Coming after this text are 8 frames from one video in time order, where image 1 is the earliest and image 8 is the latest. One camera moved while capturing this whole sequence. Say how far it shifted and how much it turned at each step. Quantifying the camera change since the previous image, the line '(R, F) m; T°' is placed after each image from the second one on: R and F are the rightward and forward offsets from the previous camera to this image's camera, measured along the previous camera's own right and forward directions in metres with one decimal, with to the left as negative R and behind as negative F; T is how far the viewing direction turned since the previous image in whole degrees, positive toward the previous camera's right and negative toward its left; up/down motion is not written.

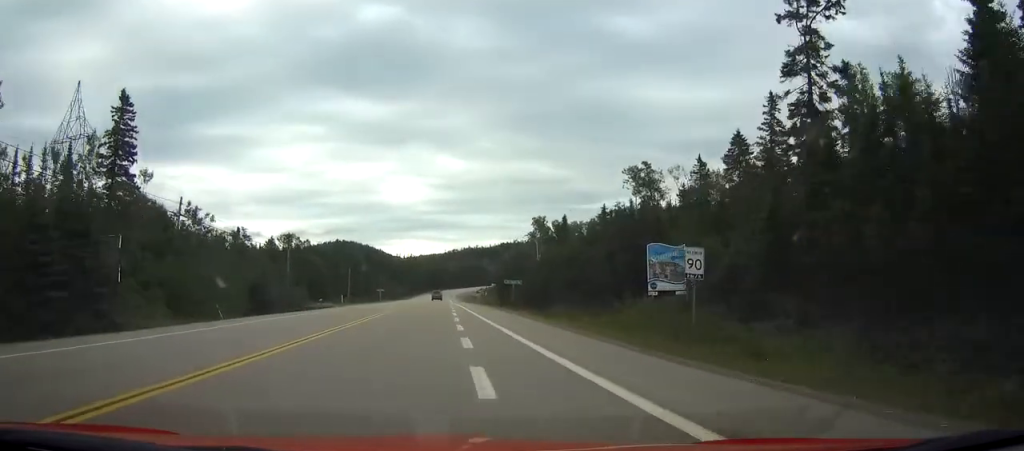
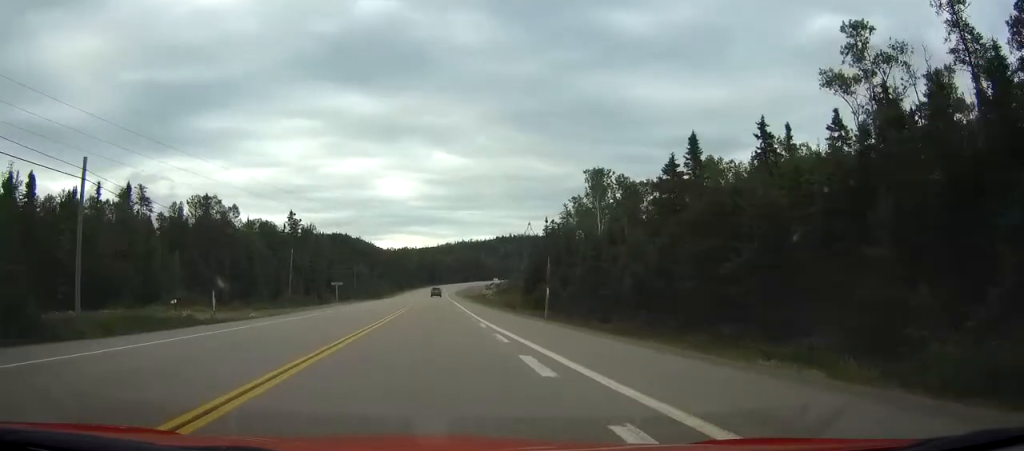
(0.0, +56.3) m; 0°
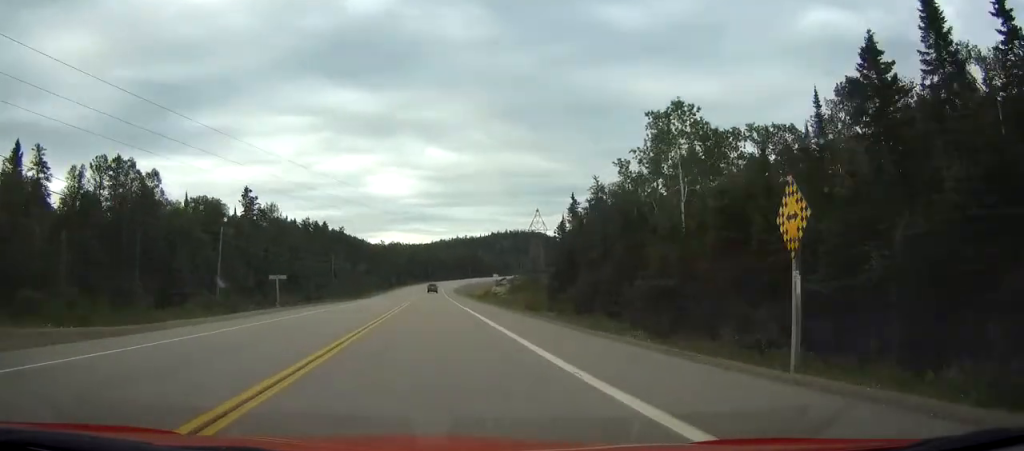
(0.0, +30.5) m; 0°
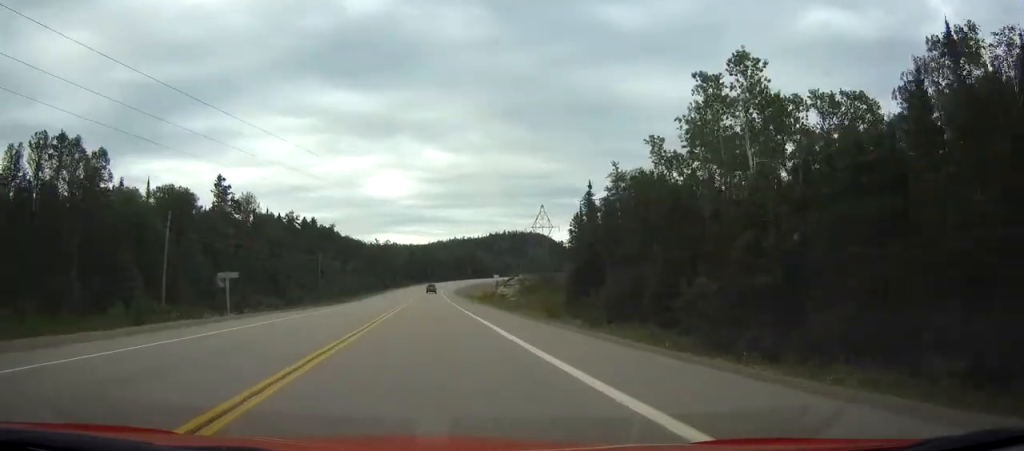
(0.0, +13.2) m; 0°
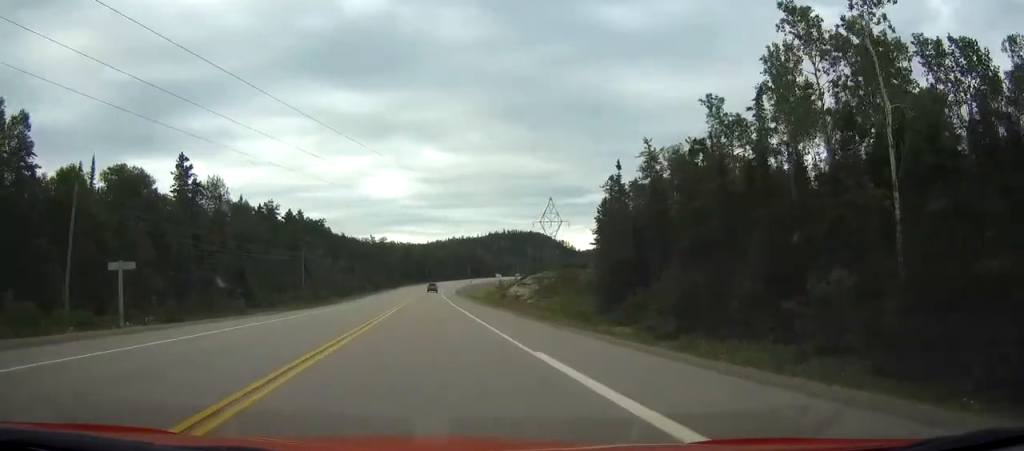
(+0.1, +15.1) m; 0°
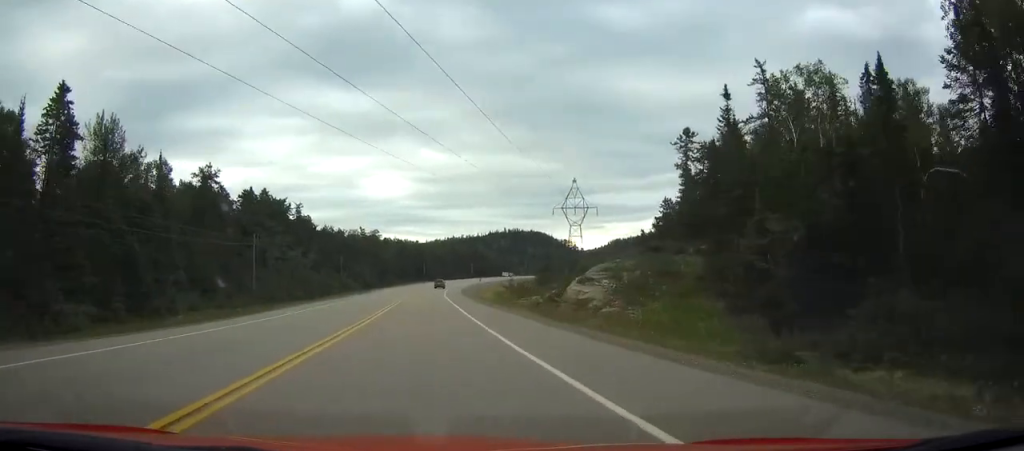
(0.0, +30.1) m; 0°
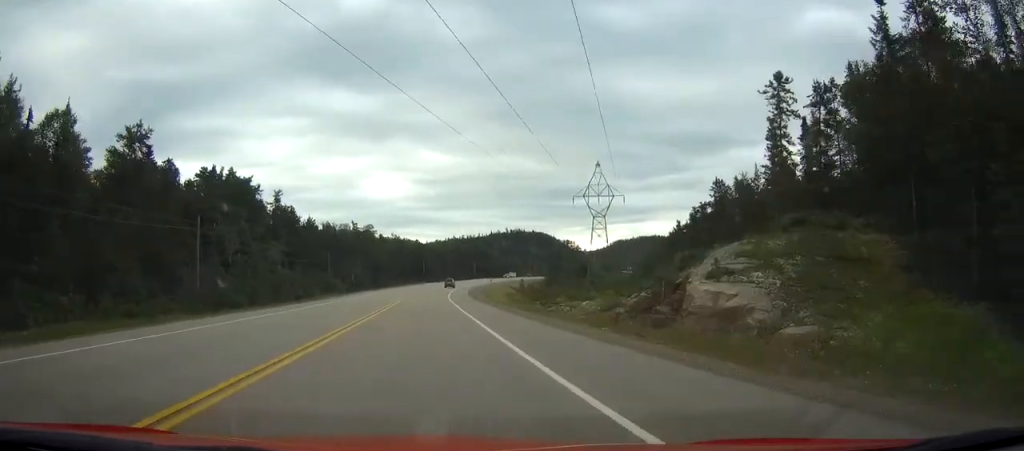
(0.0, +20.0) m; 0°
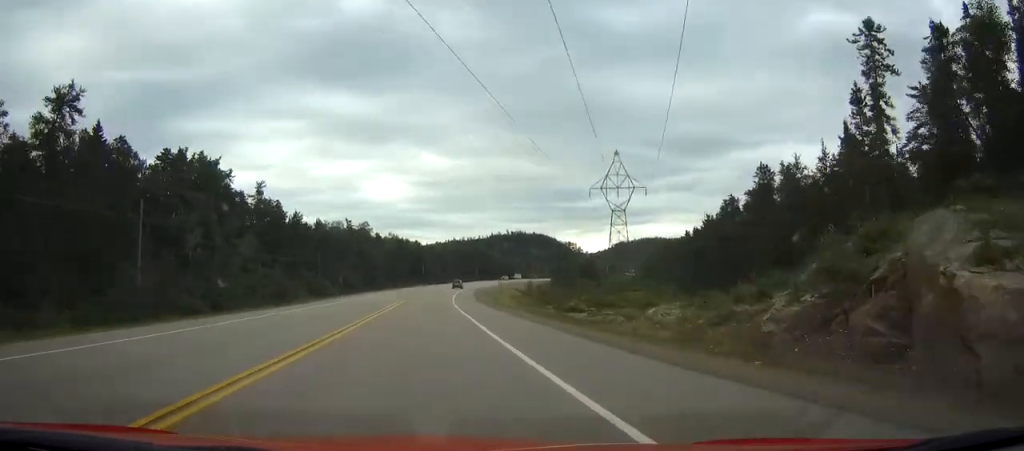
(+0.1, +12.9) m; 0°
